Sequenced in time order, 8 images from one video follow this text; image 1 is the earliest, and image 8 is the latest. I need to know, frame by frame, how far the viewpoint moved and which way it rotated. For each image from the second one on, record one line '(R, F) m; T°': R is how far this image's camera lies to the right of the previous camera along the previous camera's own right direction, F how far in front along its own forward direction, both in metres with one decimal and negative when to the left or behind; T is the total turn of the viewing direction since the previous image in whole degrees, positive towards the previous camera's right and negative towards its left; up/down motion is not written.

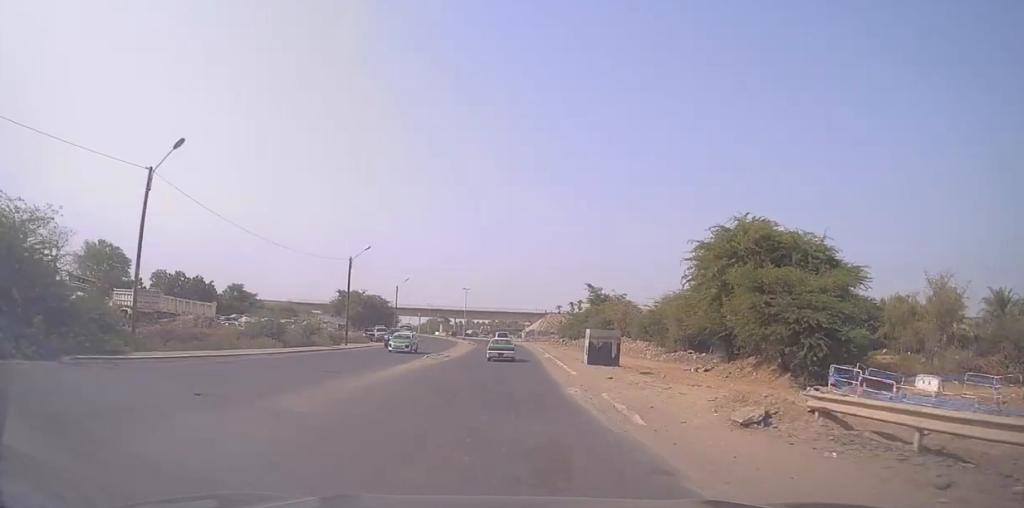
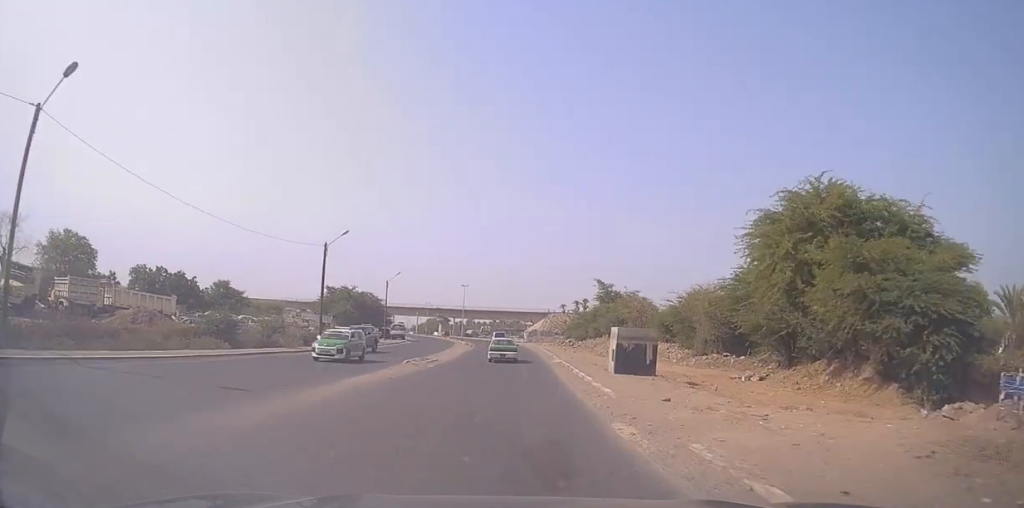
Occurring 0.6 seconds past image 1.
(-0.3, +7.9) m; -2°
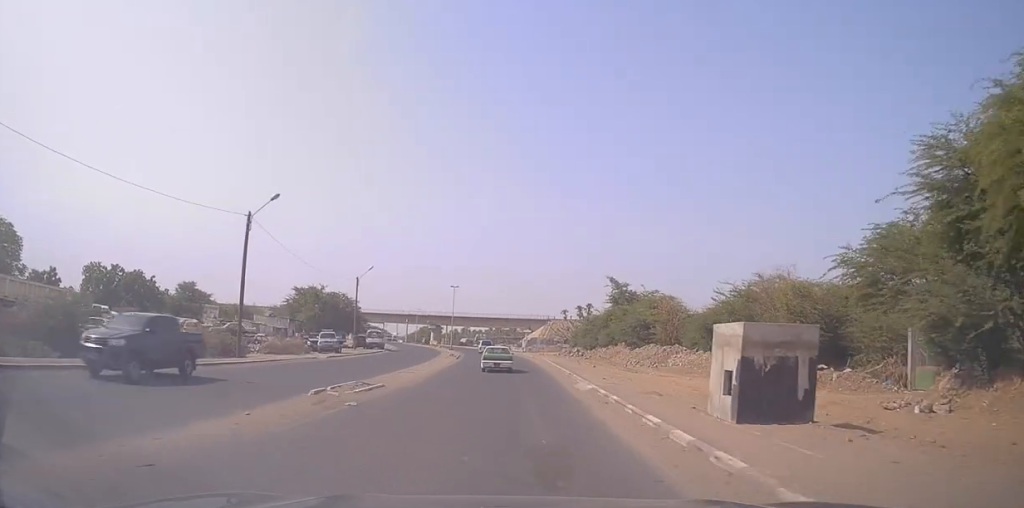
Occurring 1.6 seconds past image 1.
(-0.5, +13.6) m; -1°
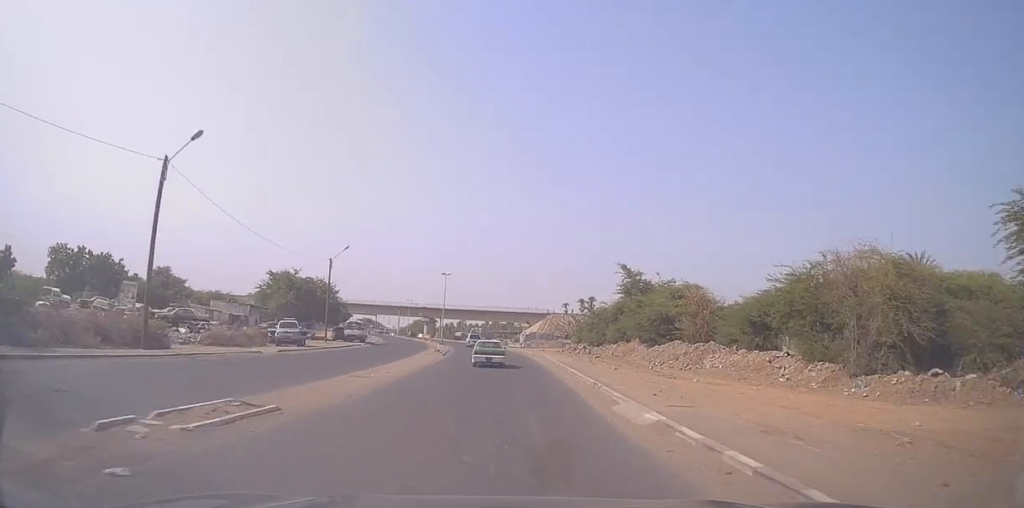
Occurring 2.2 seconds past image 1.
(-0.1, +8.8) m; +1°
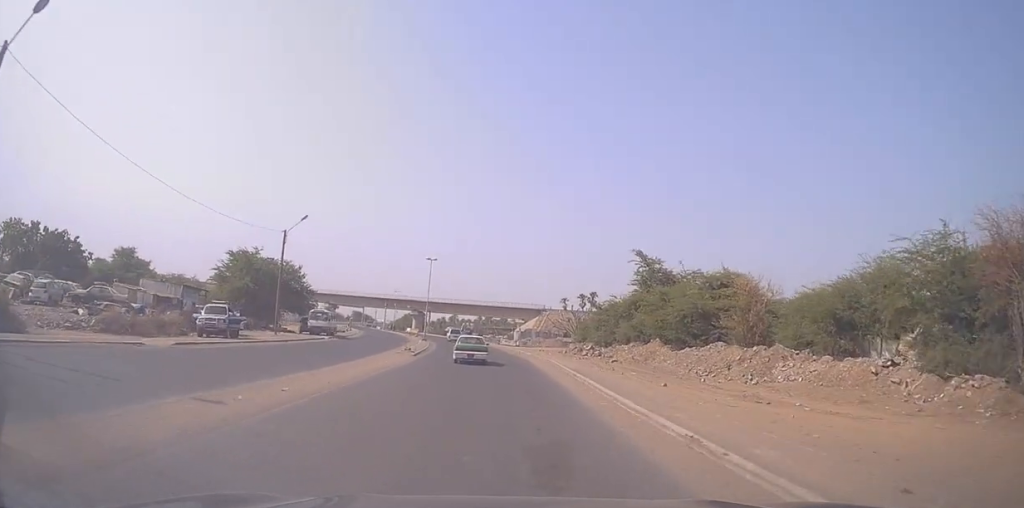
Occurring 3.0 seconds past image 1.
(+0.5, +10.4) m; +1°
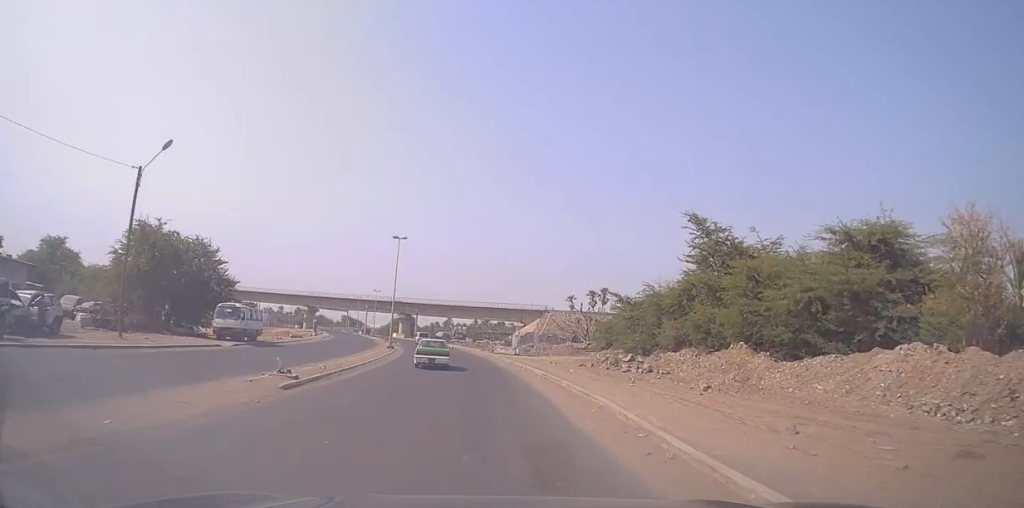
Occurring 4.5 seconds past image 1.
(-0.2, +18.8) m; +1°
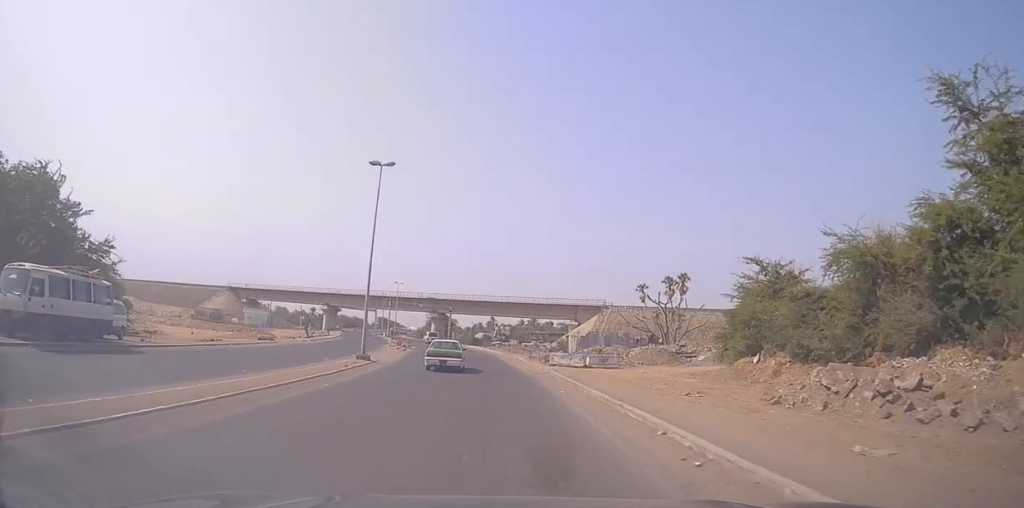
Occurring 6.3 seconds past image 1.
(+0.1, +22.5) m; -2°
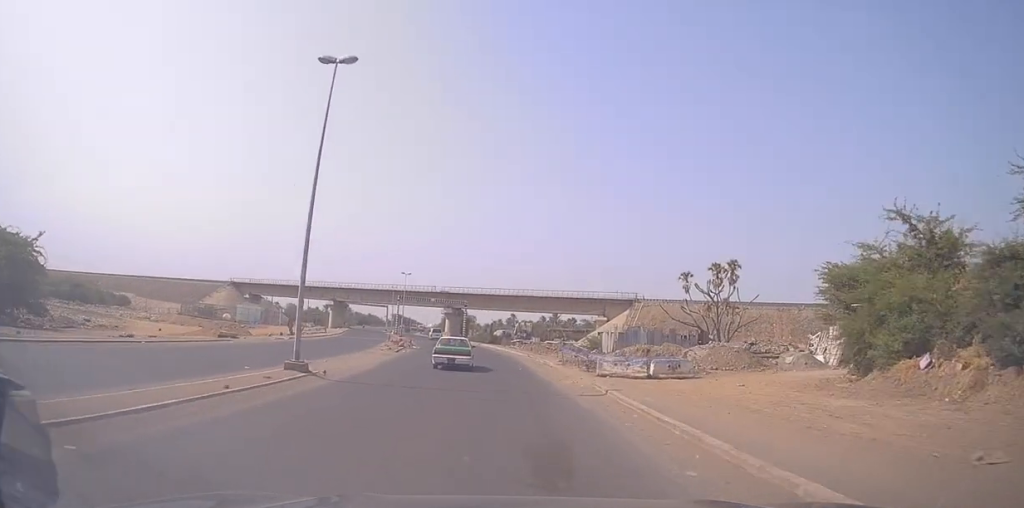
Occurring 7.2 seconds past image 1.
(-0.3, +11.2) m; -2°
